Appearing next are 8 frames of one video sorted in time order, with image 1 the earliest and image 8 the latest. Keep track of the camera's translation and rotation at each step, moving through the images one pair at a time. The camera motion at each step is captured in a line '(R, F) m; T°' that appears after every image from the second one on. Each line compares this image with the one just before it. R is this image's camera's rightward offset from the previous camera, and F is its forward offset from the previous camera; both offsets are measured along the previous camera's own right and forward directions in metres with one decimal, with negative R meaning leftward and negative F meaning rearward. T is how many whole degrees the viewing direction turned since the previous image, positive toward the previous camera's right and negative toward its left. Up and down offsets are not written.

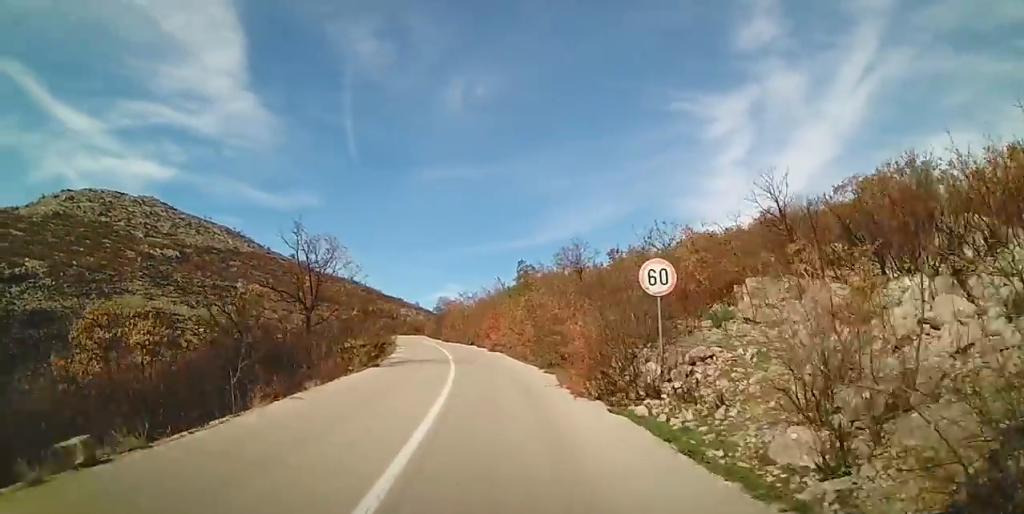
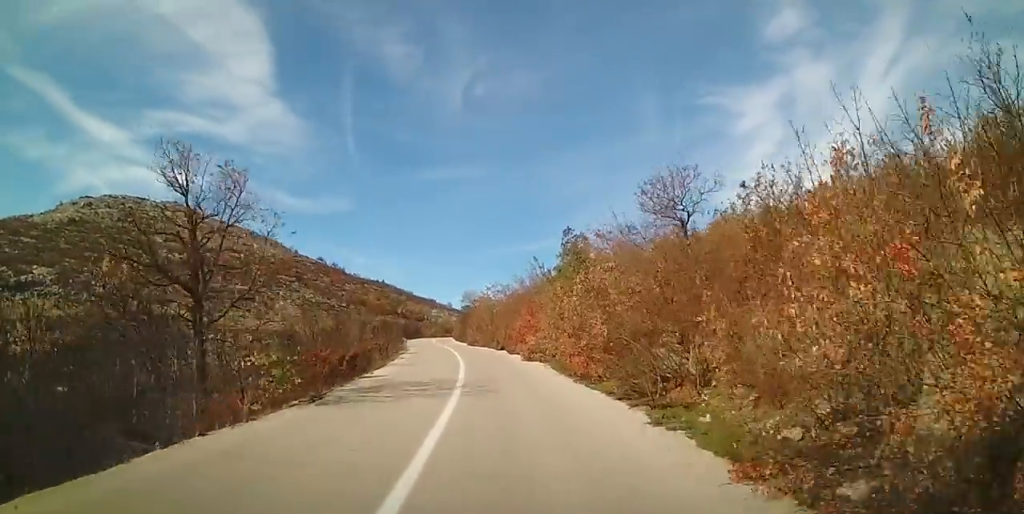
(-0.7, +9.2) m; -4°
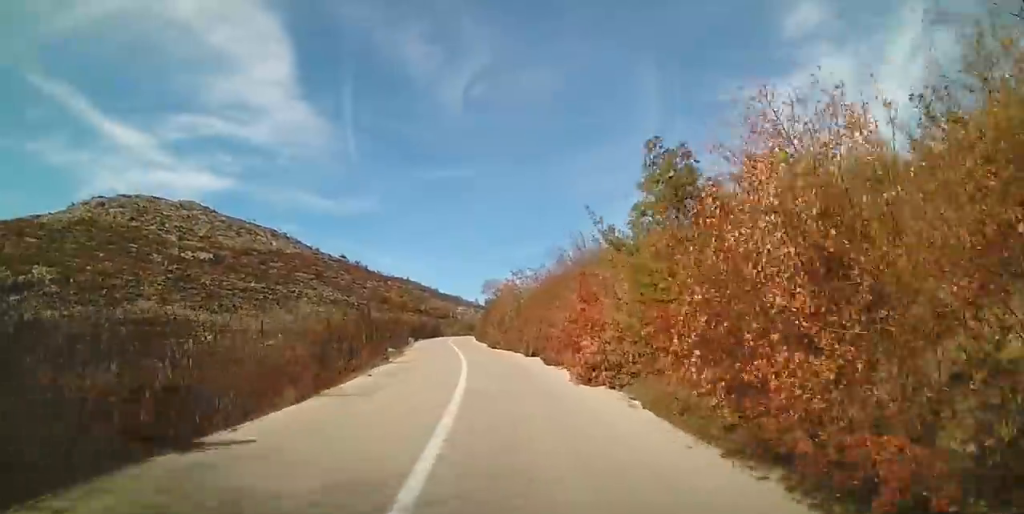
(-0.3, +9.8) m; -4°
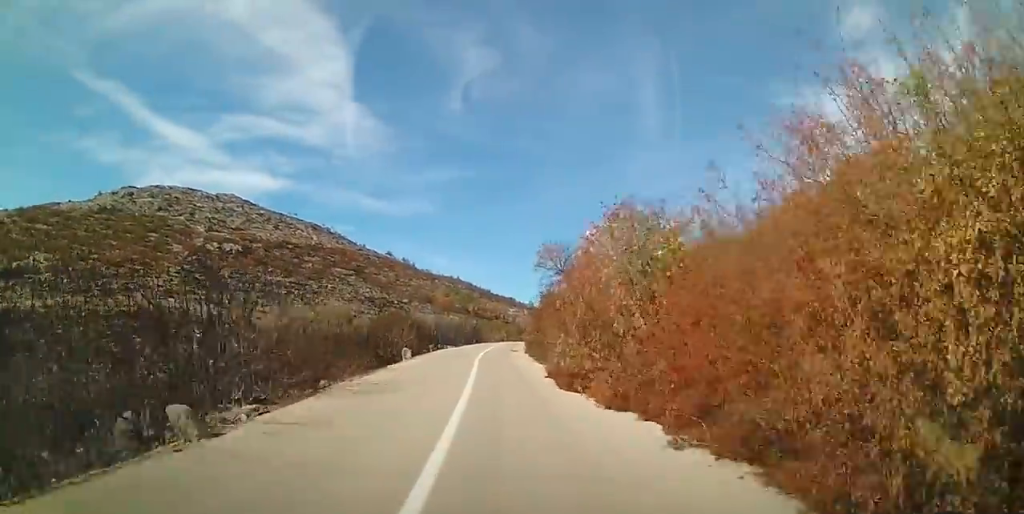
(-1.1, +18.9) m; -4°
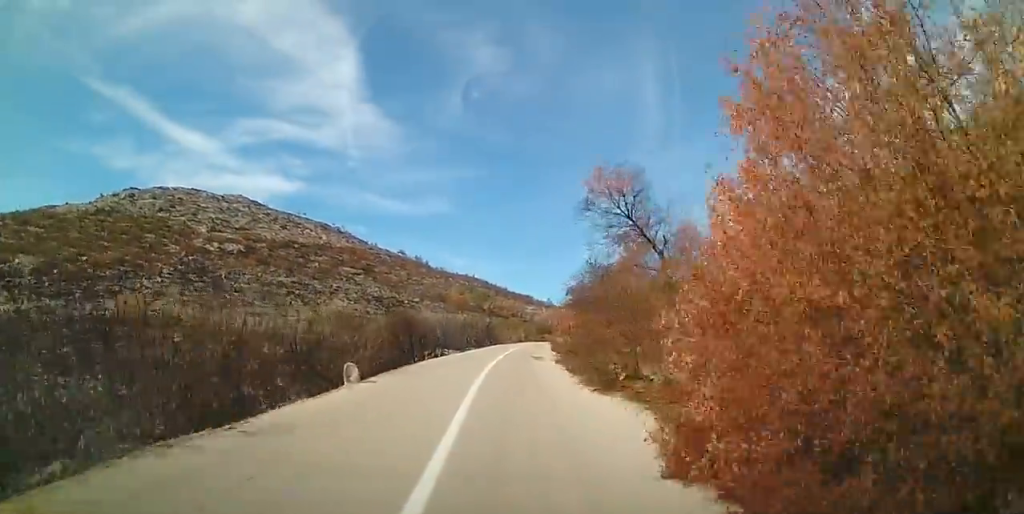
(+0.3, +10.3) m; 0°
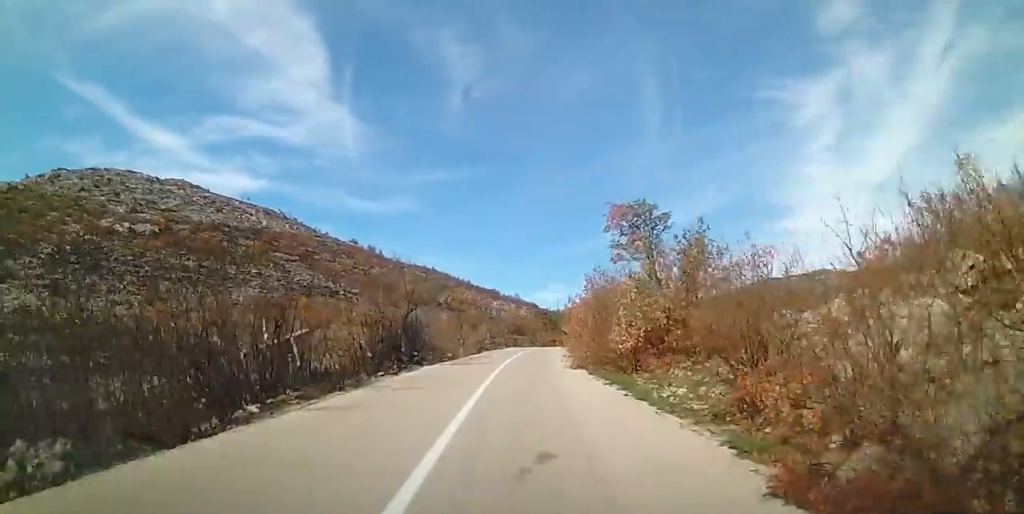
(+0.1, +31.0) m; +2°
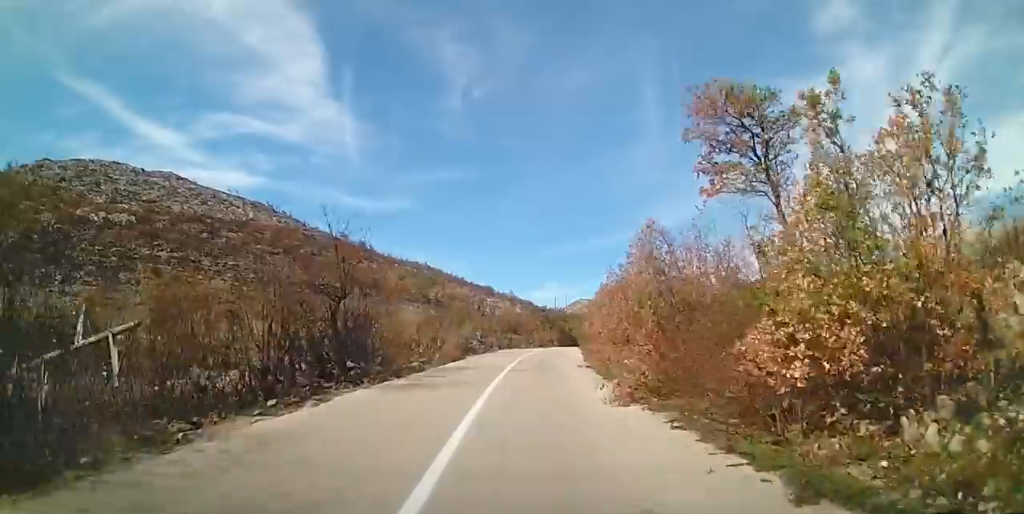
(+0.1, +8.9) m; +2°
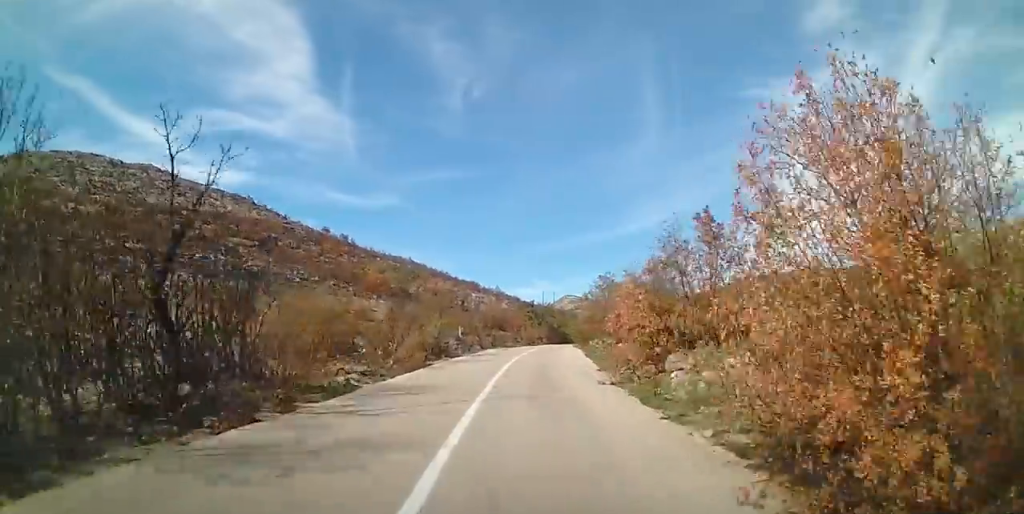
(-0.2, +7.4) m; +2°
